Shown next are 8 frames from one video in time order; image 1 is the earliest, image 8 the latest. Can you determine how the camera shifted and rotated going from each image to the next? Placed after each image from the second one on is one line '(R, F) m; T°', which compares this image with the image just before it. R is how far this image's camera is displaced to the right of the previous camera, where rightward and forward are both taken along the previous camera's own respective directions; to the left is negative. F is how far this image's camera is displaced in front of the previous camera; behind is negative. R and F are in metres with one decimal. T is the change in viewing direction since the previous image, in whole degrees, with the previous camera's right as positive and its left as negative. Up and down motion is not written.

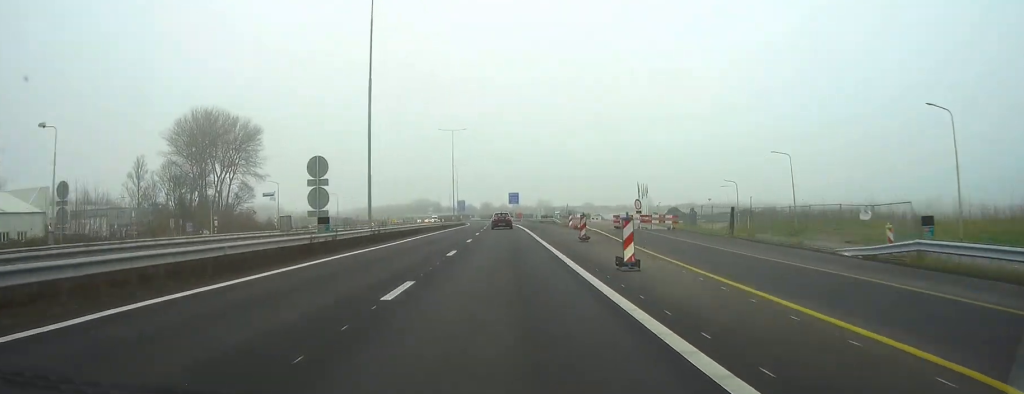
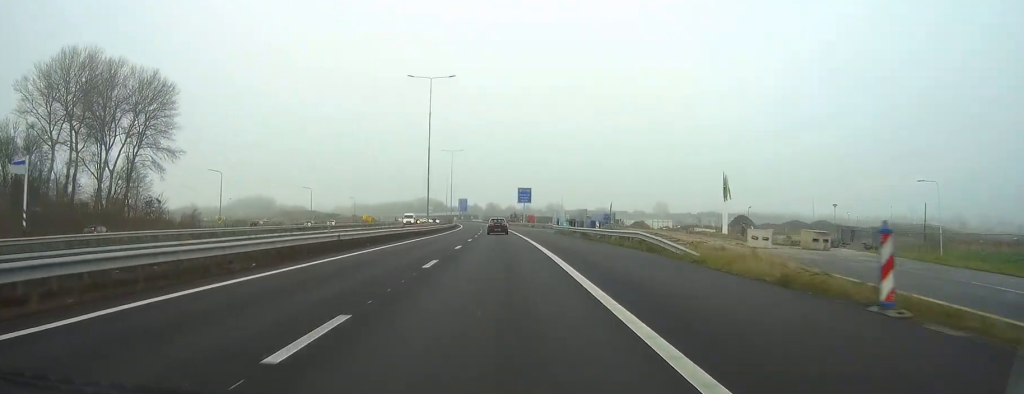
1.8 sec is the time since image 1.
(+0.3, +52.9) m; -1°
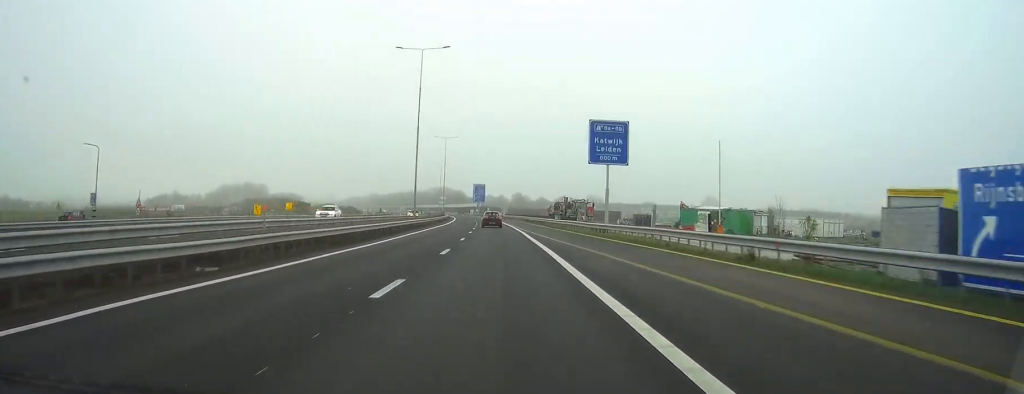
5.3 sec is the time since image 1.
(-3.5, +104.2) m; -4°
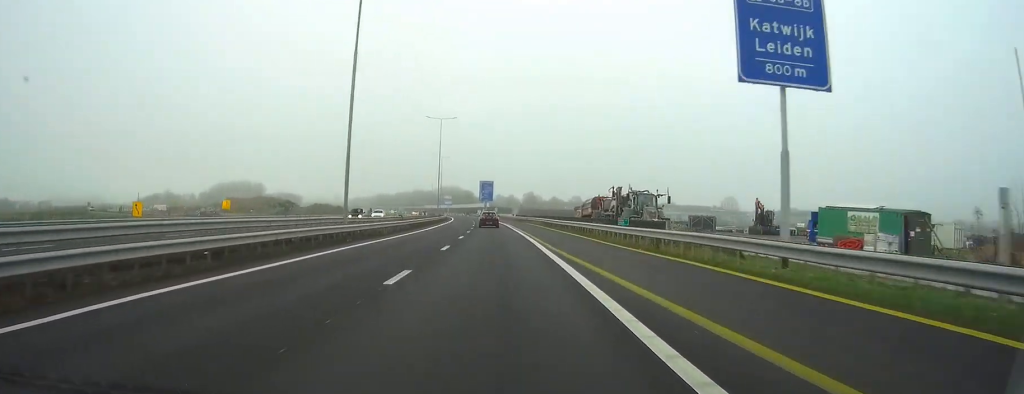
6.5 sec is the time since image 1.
(-0.2, +33.4) m; -1°
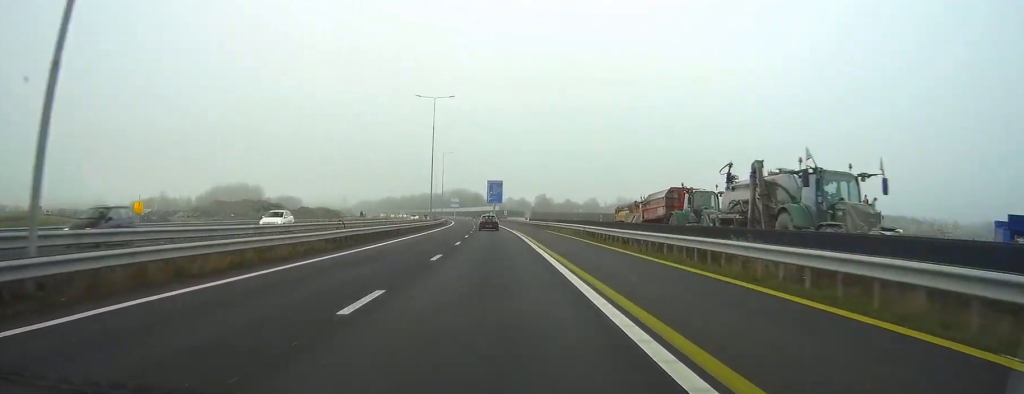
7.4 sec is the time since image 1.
(0.0, +27.5) m; -1°
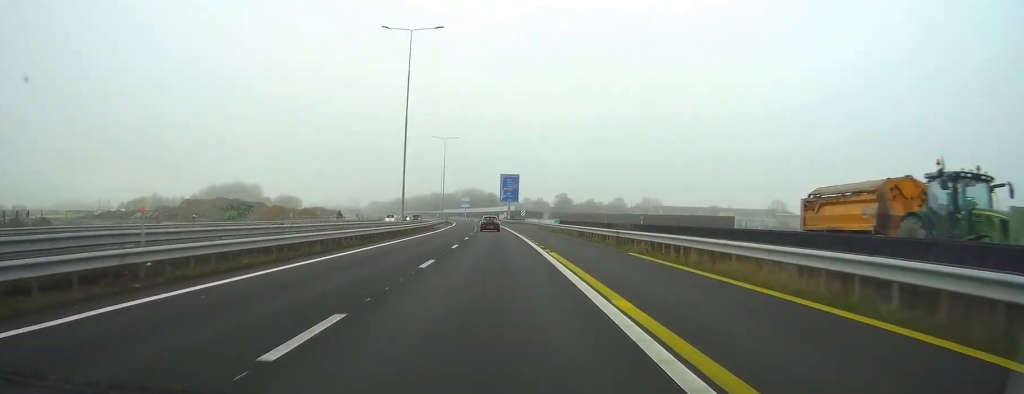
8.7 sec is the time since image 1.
(-0.4, +39.0) m; -1°
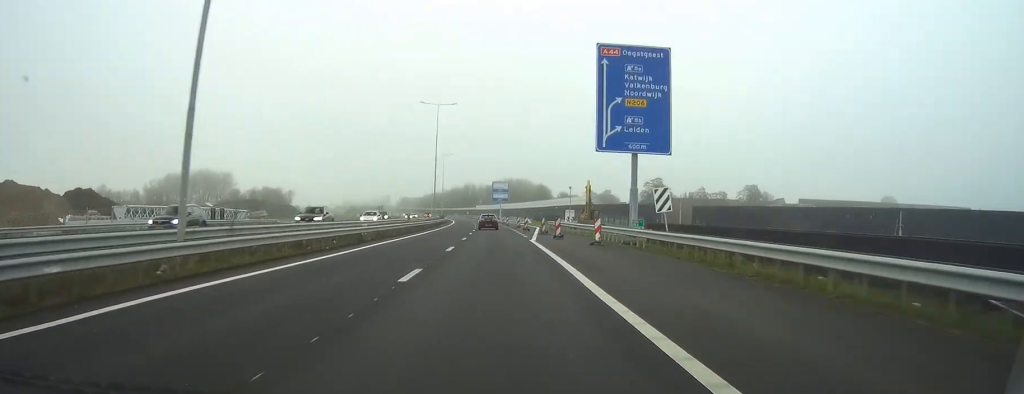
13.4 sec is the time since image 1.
(-3.8, +136.1) m; -3°
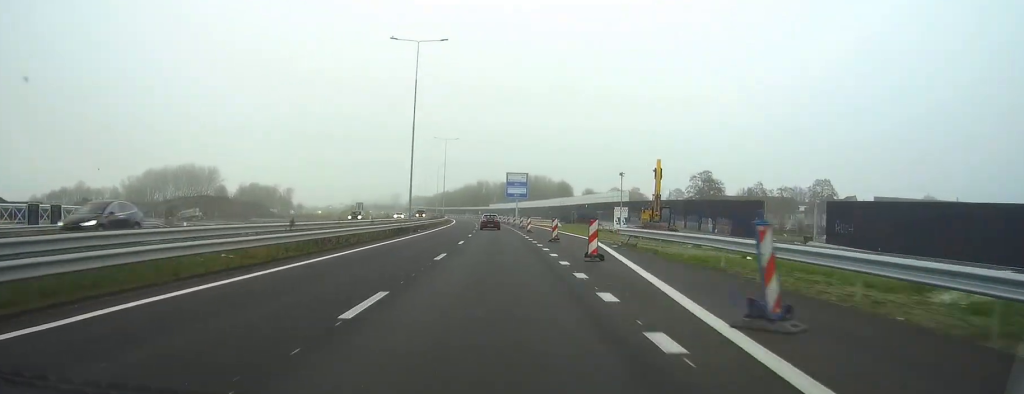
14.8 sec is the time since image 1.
(0.0, +41.0) m; -1°
